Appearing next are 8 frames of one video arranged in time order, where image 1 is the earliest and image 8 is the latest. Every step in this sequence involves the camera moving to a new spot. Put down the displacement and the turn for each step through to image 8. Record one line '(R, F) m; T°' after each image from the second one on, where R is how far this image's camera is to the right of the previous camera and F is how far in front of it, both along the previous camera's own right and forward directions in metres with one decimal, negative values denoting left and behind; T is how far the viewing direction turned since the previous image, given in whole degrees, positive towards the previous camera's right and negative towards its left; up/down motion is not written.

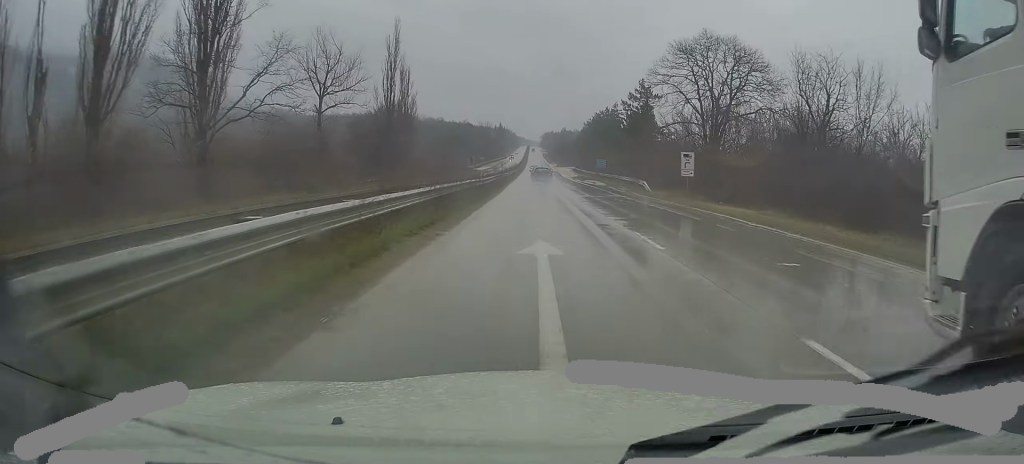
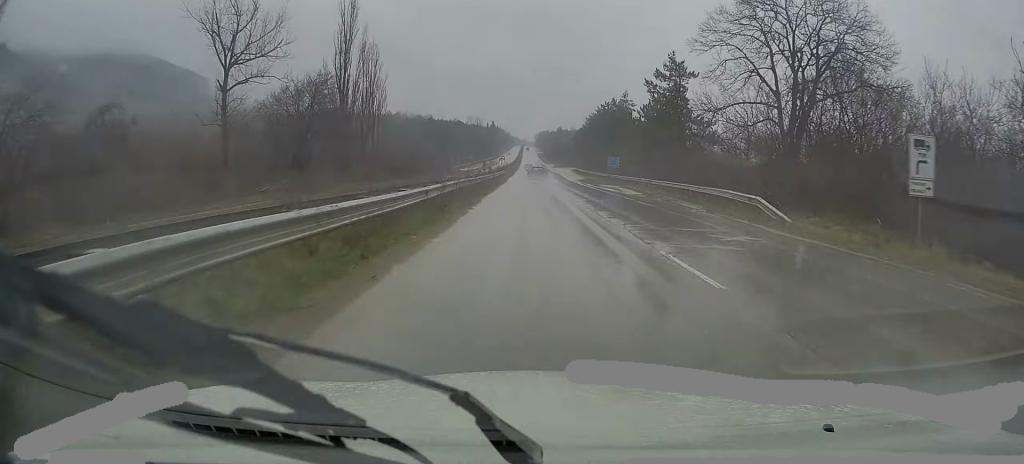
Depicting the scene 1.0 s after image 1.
(-0.1, +21.1) m; 0°
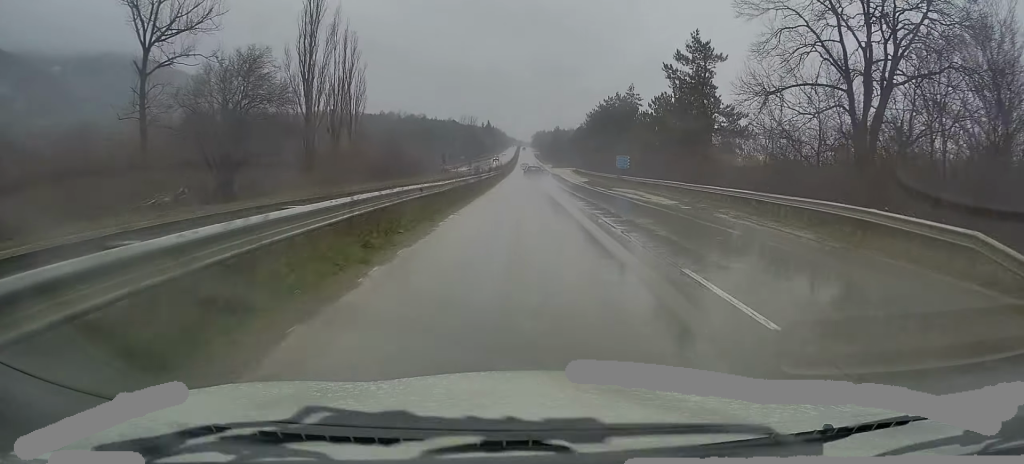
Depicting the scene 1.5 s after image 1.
(-0.1, +10.6) m; 0°
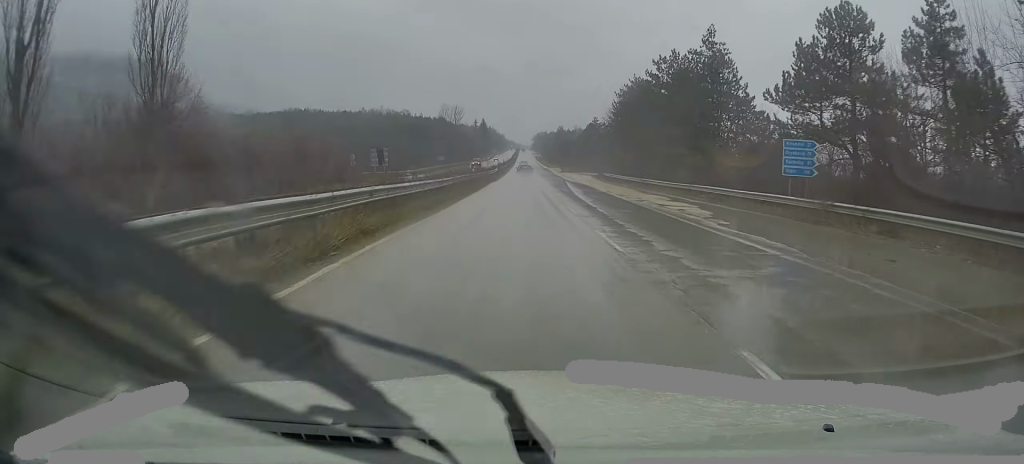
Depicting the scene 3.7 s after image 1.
(+1.6, +47.9) m; +2°
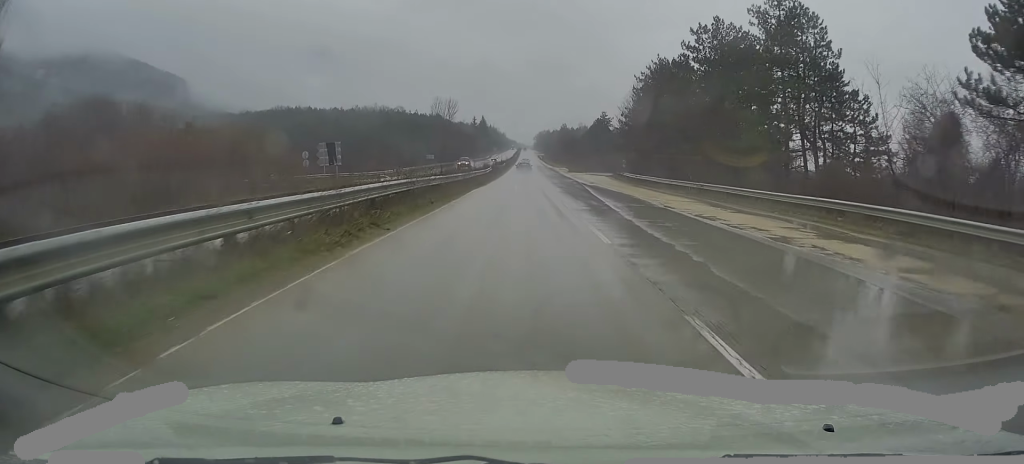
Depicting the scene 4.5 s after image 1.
(-0.5, +17.0) m; -1°
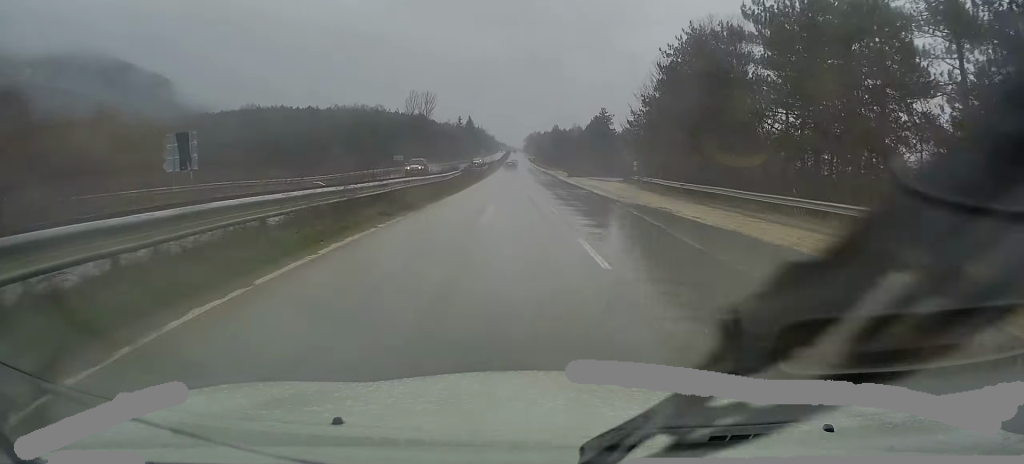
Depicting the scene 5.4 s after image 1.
(0.0, +20.8) m; +1°
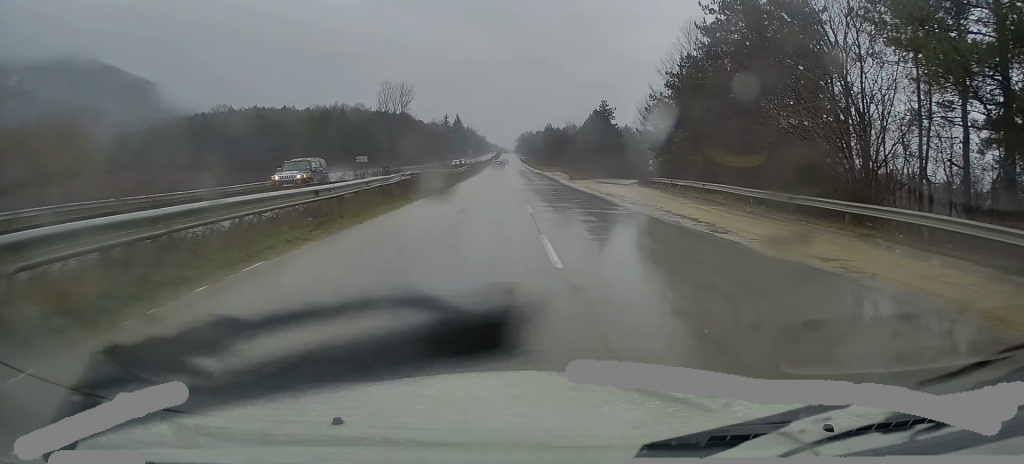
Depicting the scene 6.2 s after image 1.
(+0.2, +17.9) m; 0°
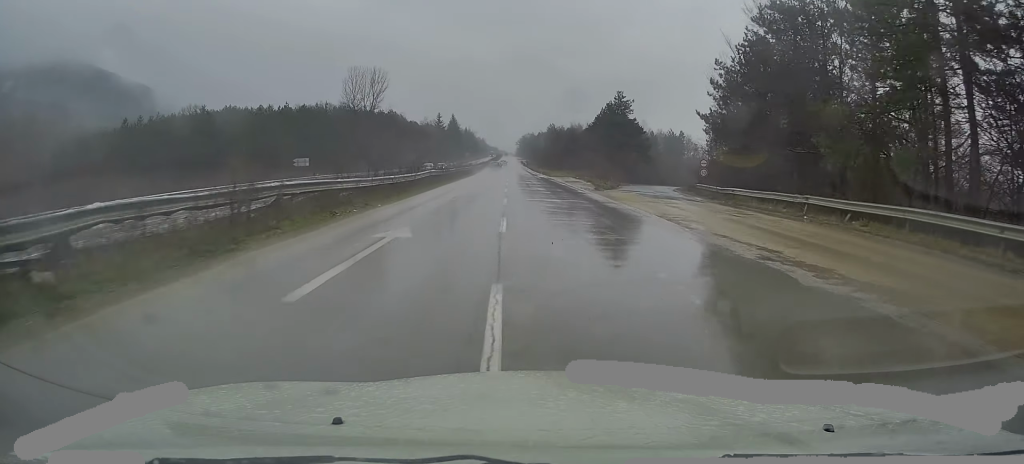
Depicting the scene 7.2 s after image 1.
(0.0, +22.7) m; 0°
